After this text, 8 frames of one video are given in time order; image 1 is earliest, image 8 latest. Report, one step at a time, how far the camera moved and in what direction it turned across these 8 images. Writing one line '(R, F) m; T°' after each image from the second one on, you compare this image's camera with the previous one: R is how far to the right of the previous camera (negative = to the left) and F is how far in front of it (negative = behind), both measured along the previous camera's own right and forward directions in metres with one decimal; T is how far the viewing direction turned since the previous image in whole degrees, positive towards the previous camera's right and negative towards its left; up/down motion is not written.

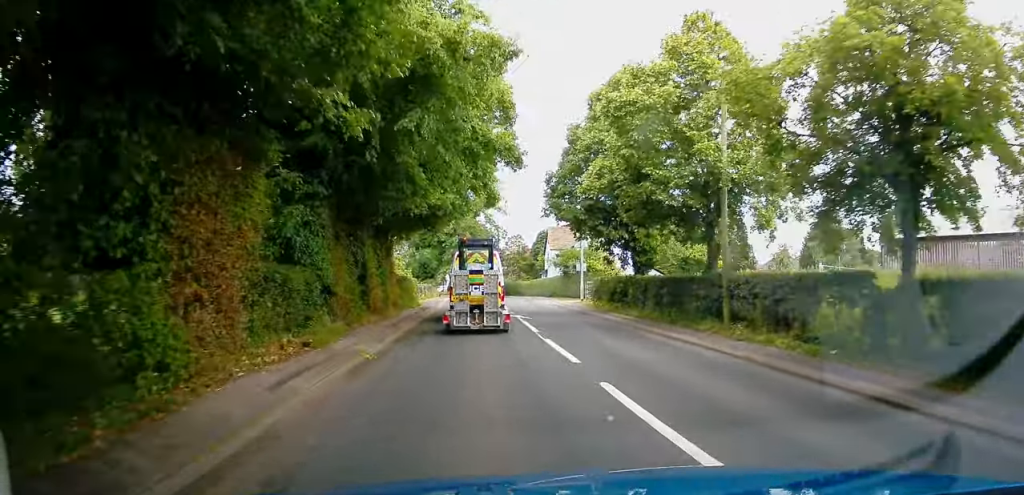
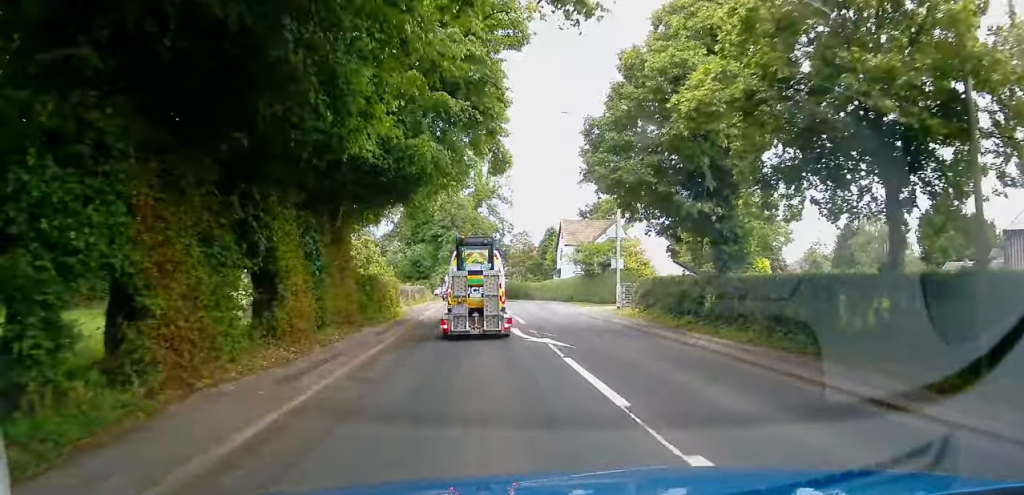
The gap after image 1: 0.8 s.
(+0.2, +10.5) m; 0°
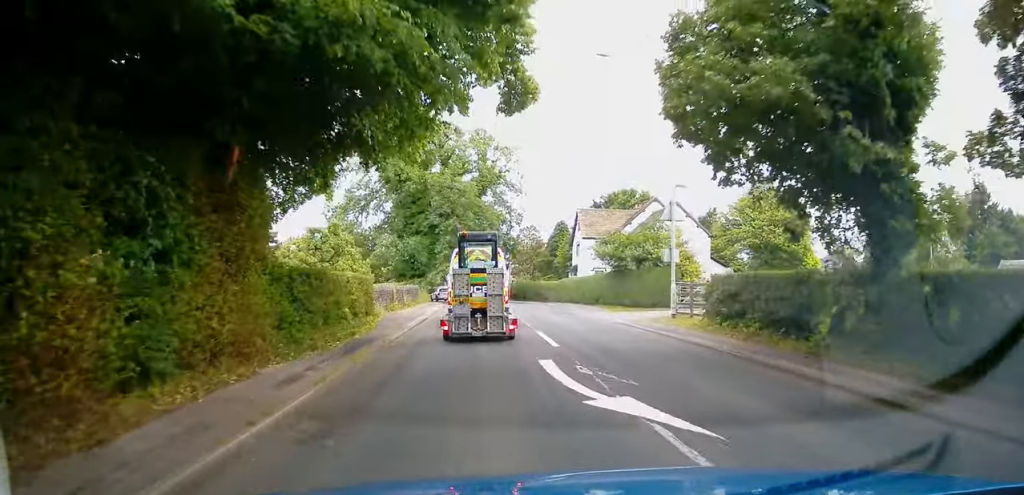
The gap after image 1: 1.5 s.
(-0.2, +8.1) m; -1°
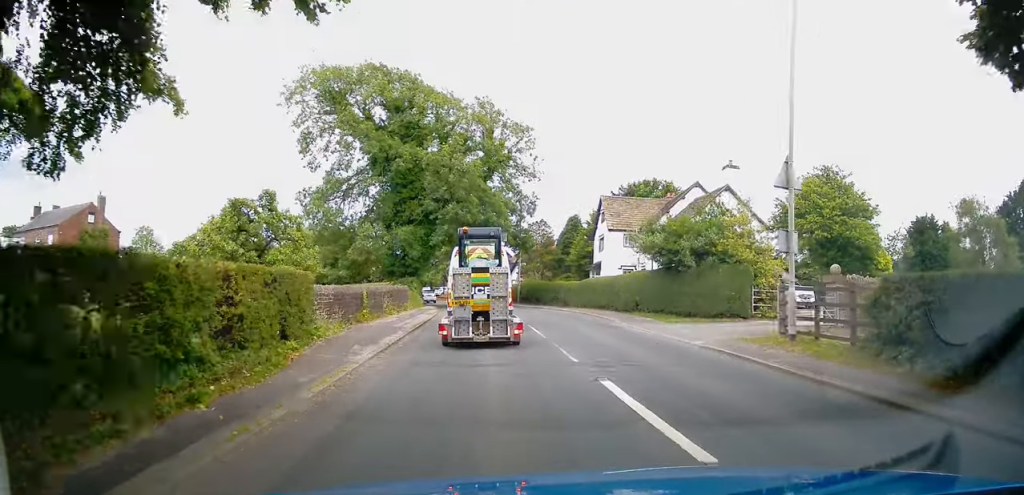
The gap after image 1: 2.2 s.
(-0.1, +8.4) m; 0°
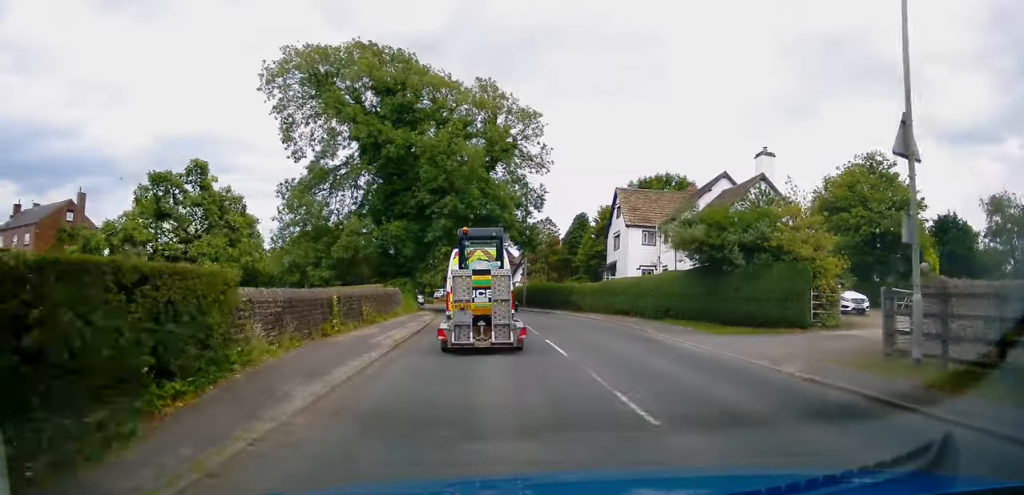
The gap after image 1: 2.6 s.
(0.0, +4.6) m; 0°
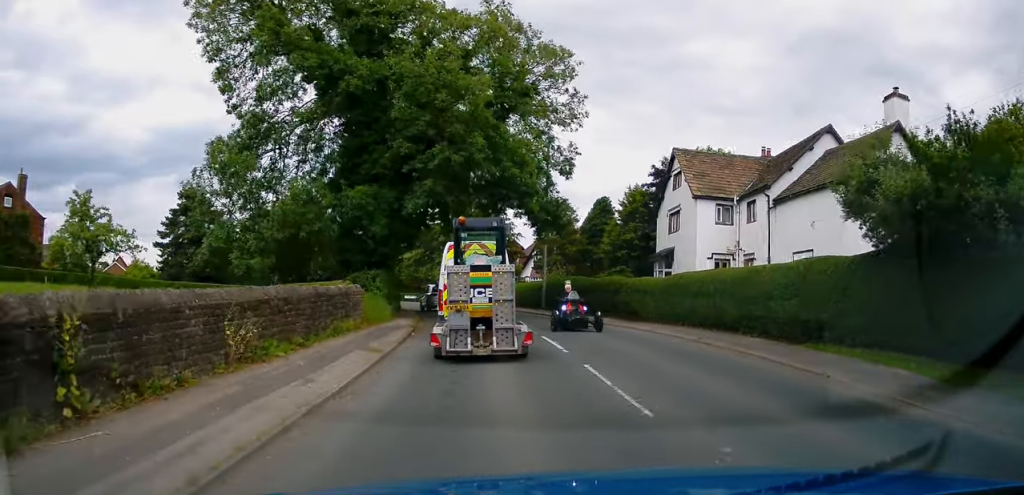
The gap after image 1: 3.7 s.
(0.0, +11.8) m; -1°
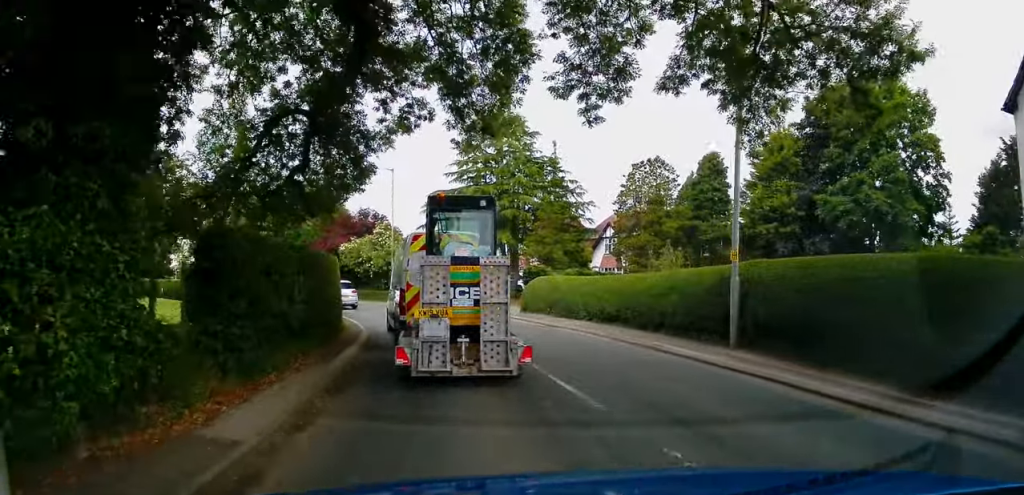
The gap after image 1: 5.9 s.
(-0.8, +23.8) m; -4°
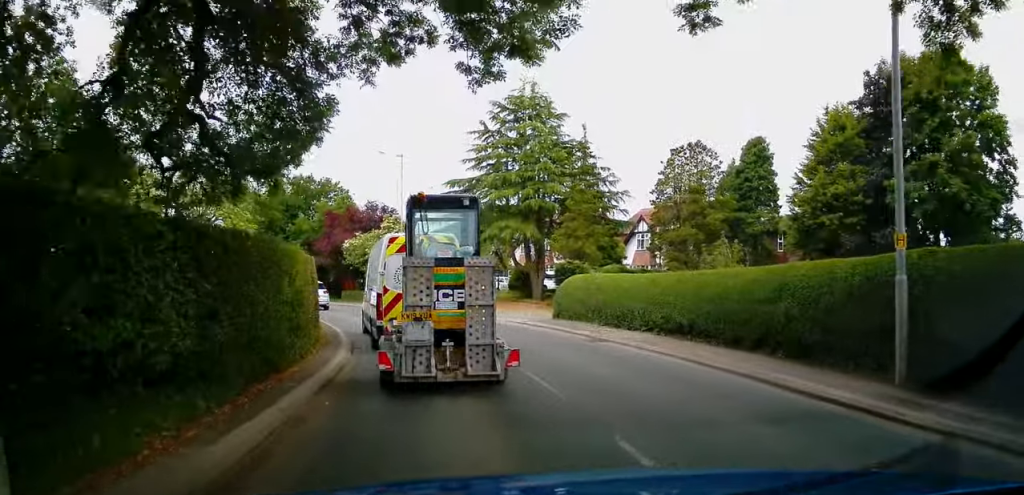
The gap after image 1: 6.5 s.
(-0.2, +5.3) m; -2°
